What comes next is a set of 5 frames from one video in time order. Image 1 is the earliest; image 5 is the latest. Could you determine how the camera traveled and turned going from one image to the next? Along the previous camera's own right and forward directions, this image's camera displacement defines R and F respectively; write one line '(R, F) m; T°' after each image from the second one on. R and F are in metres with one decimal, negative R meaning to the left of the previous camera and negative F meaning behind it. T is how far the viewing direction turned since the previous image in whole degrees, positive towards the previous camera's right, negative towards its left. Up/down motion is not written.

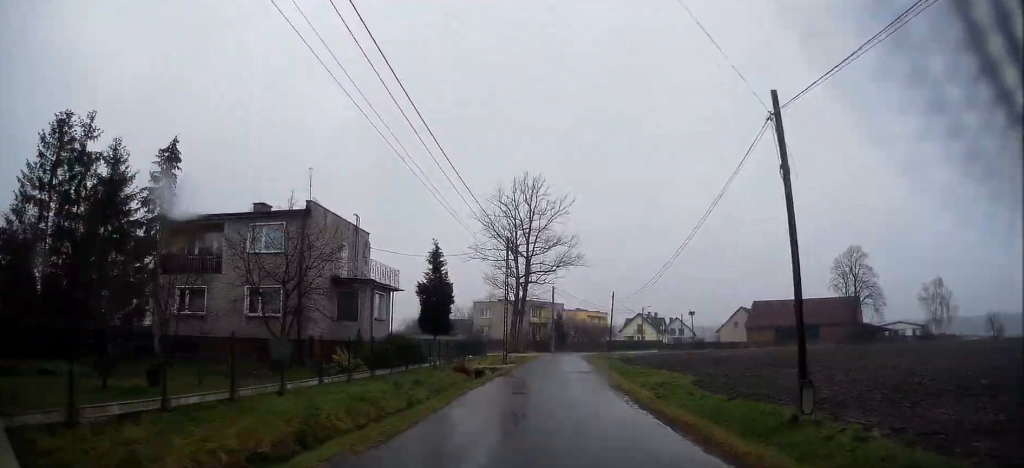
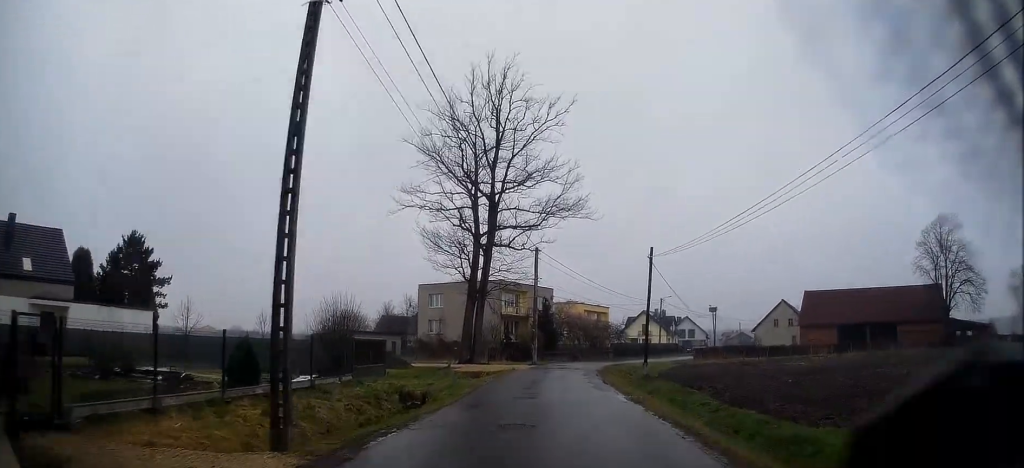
(+0.3, +32.2) m; 0°
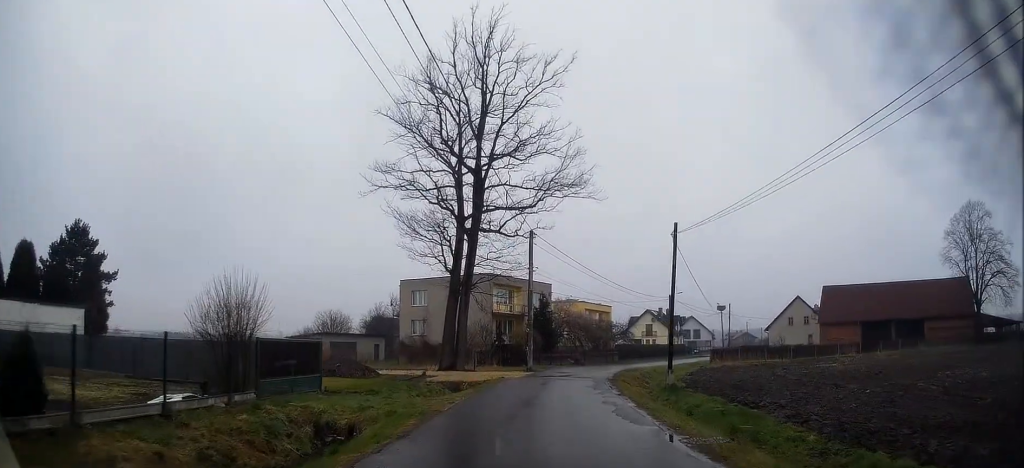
(-0.1, +7.3) m; 0°
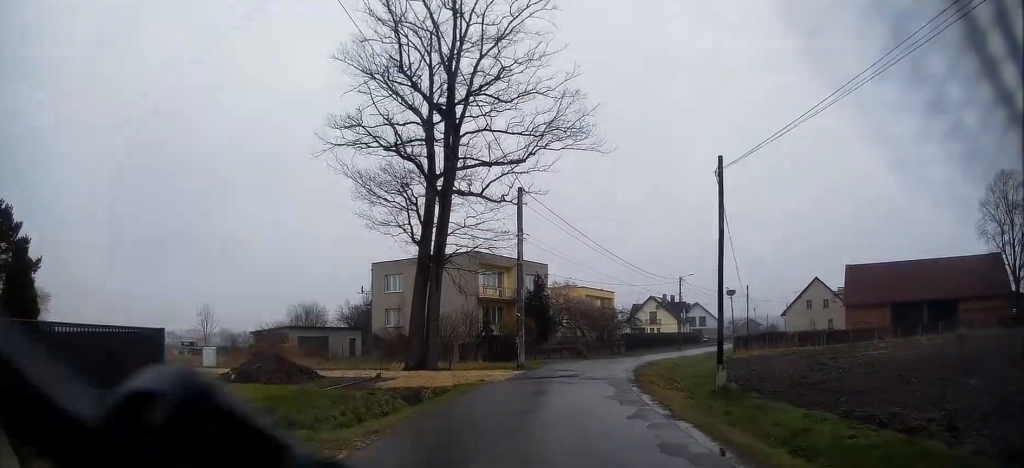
(0.0, +8.3) m; +1°
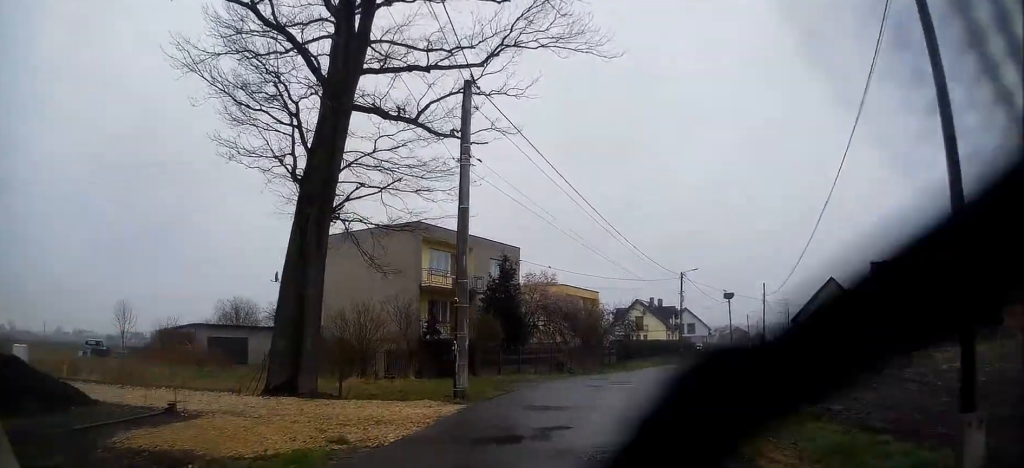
(+0.4, +12.7) m; +3°
